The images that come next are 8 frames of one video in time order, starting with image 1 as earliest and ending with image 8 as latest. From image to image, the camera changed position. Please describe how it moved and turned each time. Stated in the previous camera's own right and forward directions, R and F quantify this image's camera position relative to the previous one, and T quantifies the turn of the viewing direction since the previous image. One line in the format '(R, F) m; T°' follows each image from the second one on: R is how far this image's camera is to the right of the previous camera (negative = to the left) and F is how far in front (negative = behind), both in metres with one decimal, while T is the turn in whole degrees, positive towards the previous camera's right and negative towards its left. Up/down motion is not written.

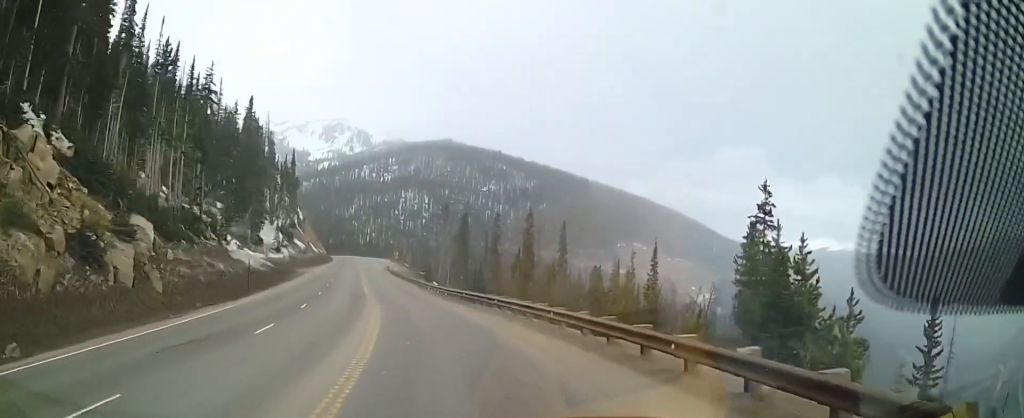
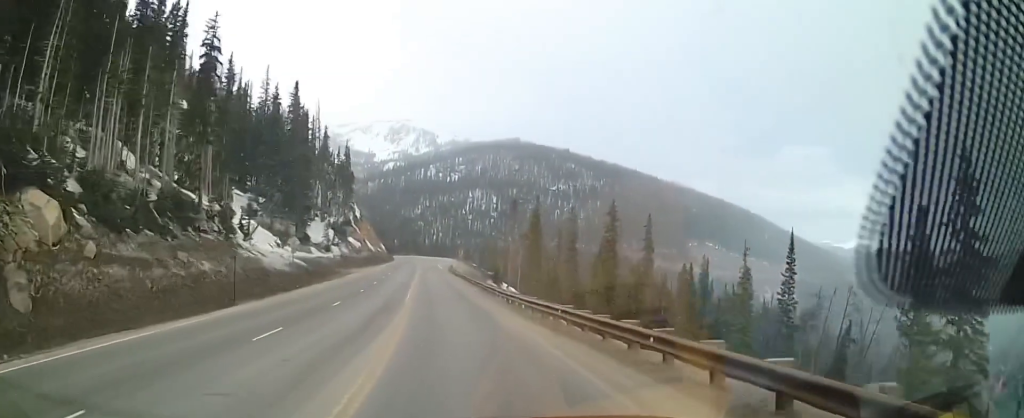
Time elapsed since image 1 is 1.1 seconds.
(-1.4, +13.0) m; -7°
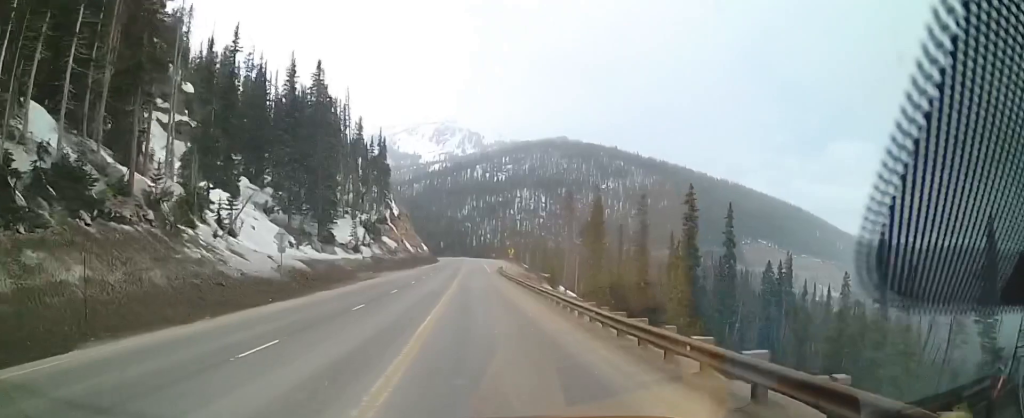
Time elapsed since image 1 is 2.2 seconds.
(-0.3, +15.4) m; -3°
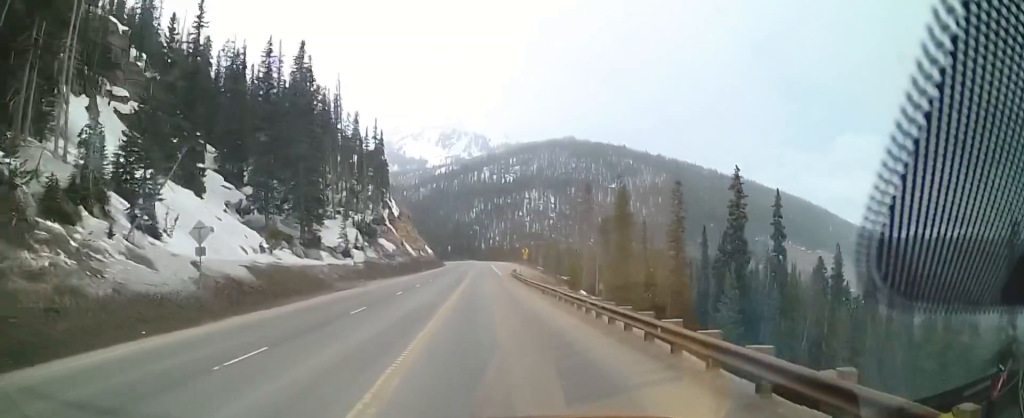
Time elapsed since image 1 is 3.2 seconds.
(-0.3, +13.1) m; 0°
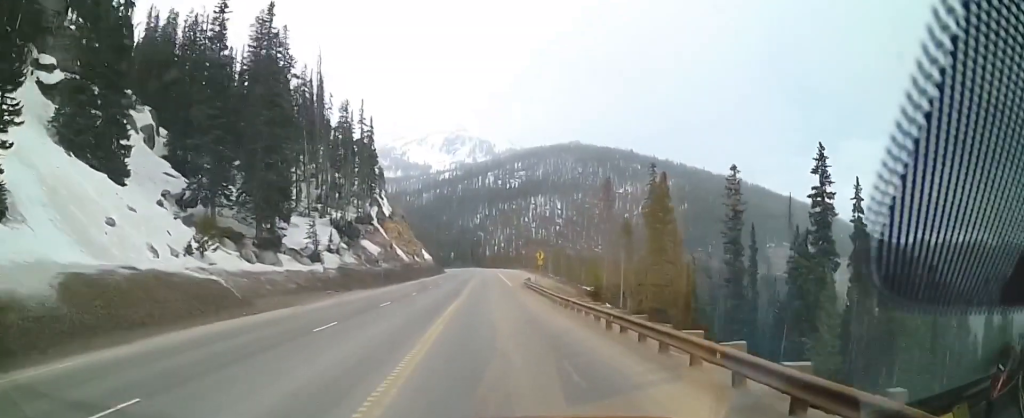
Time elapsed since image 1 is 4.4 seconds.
(+0.5, +17.6) m; +2°
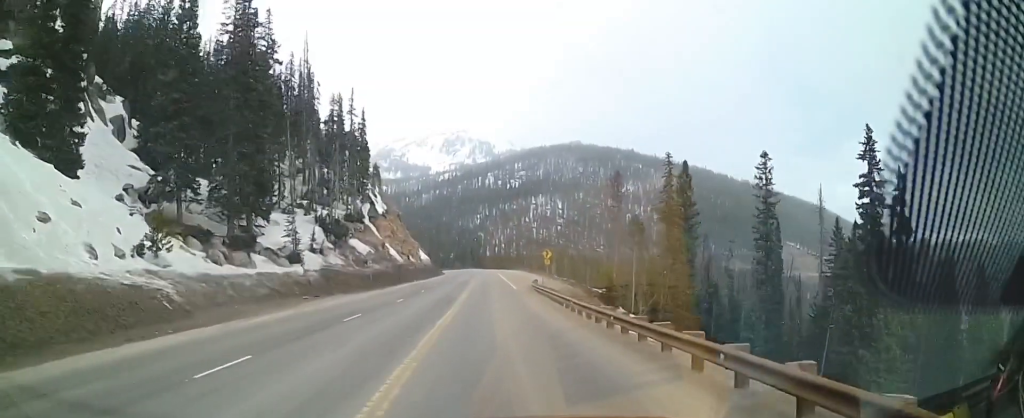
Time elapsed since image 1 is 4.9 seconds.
(0.0, +7.5) m; +1°
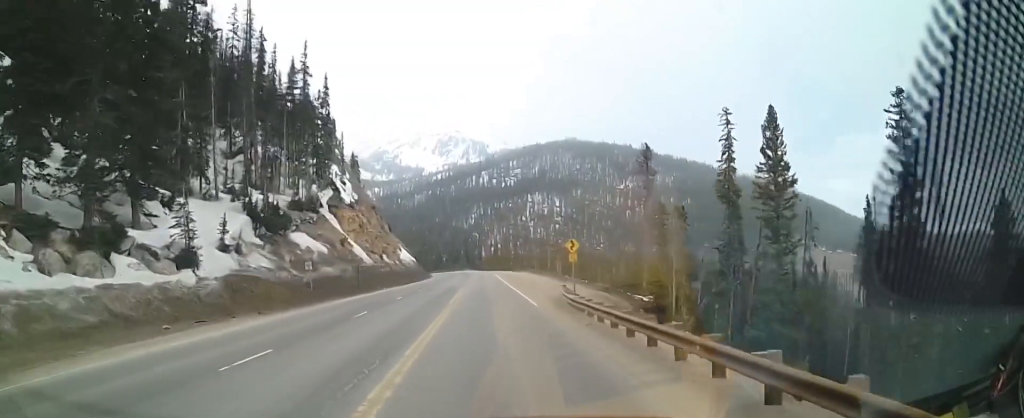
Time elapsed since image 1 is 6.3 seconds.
(+0.1, +21.6) m; -1°
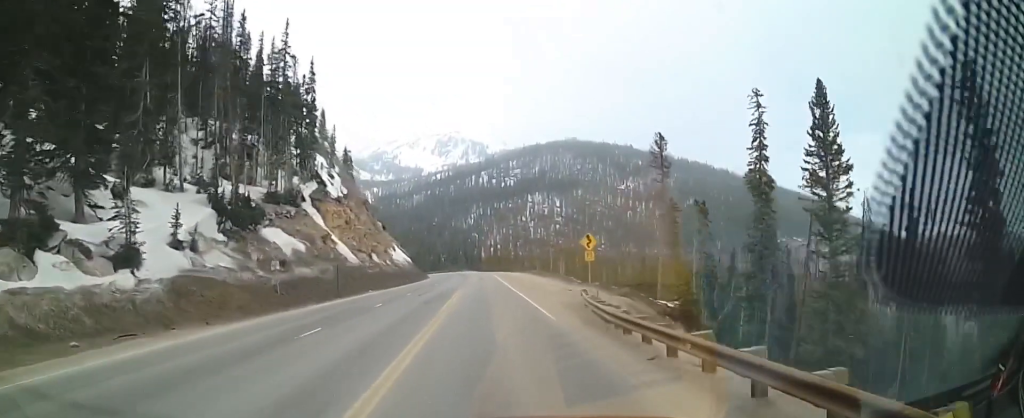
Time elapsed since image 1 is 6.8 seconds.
(-0.1, +7.0) m; -1°
